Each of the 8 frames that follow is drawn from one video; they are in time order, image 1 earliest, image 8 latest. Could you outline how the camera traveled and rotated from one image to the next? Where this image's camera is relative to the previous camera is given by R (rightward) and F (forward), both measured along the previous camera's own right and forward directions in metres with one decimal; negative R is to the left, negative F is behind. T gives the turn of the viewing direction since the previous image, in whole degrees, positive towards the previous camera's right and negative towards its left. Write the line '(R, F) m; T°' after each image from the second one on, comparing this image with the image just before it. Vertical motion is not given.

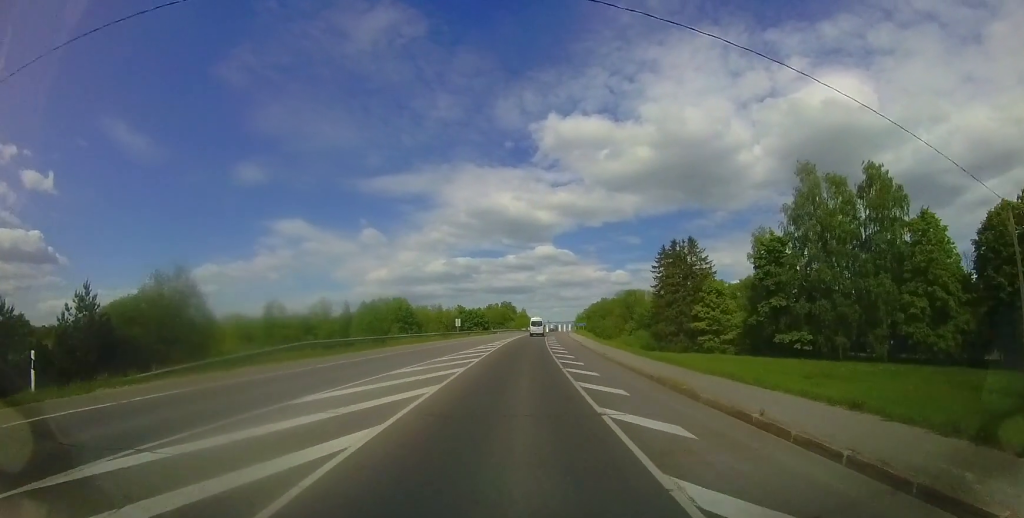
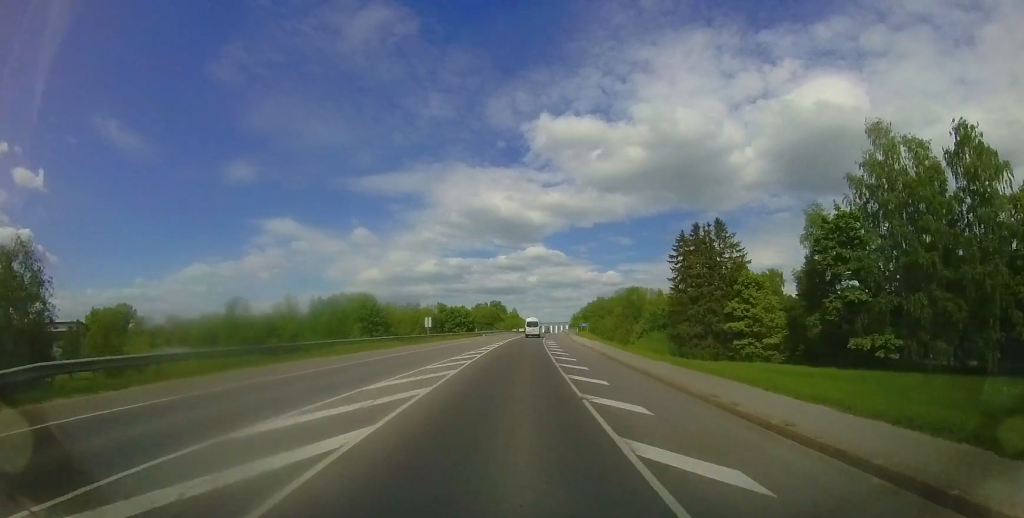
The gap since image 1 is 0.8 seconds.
(+0.4, +11.9) m; +2°
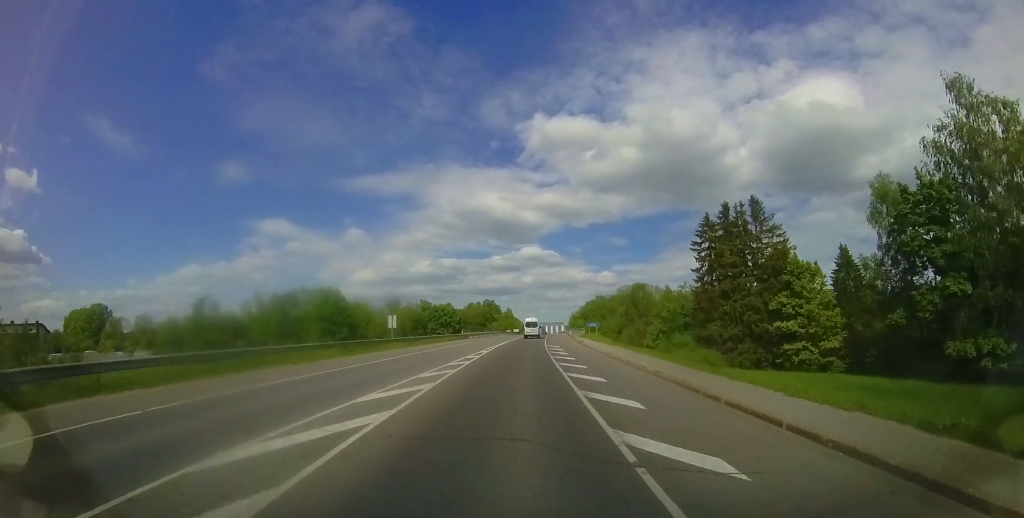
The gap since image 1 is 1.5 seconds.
(+0.1, +9.8) m; +1°
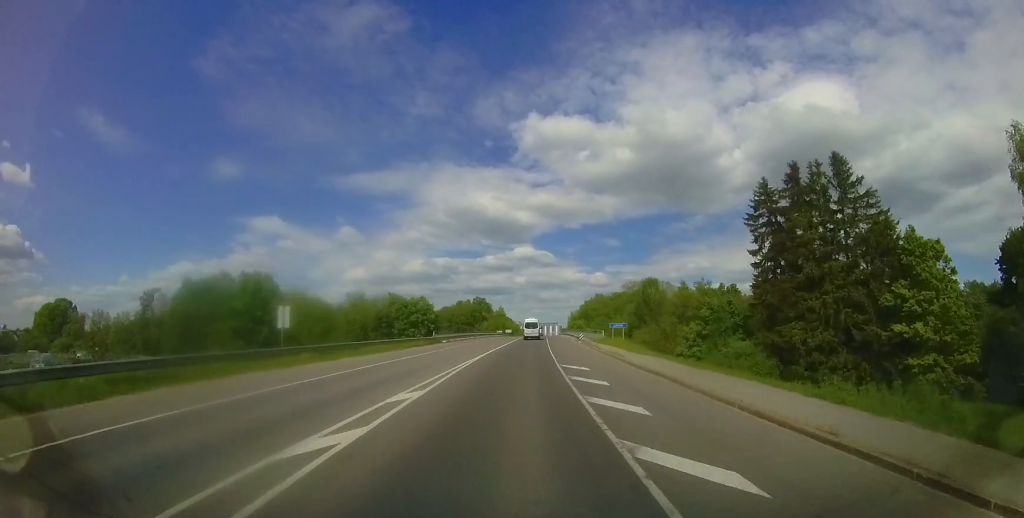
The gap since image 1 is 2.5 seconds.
(+0.2, +14.3) m; +2°
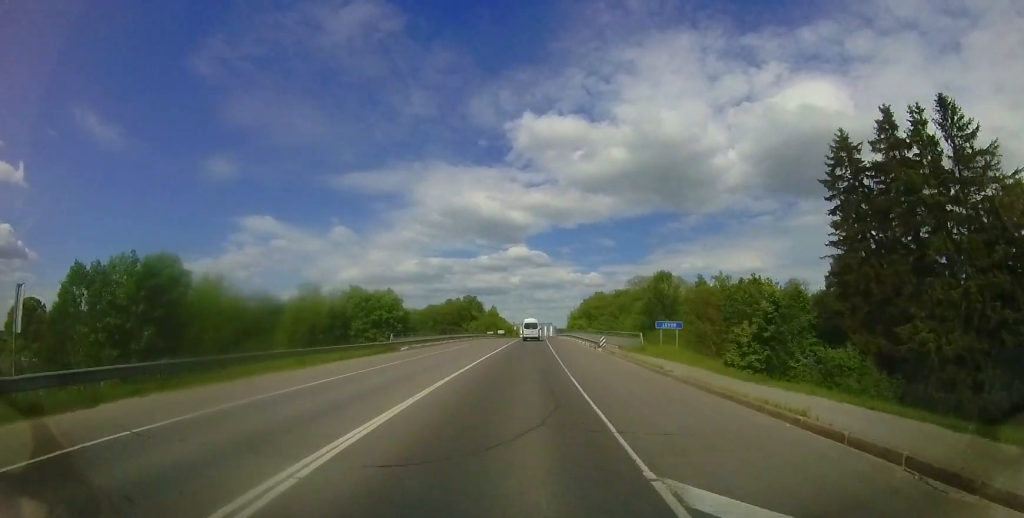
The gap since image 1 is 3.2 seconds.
(+0.2, +11.3) m; +2°
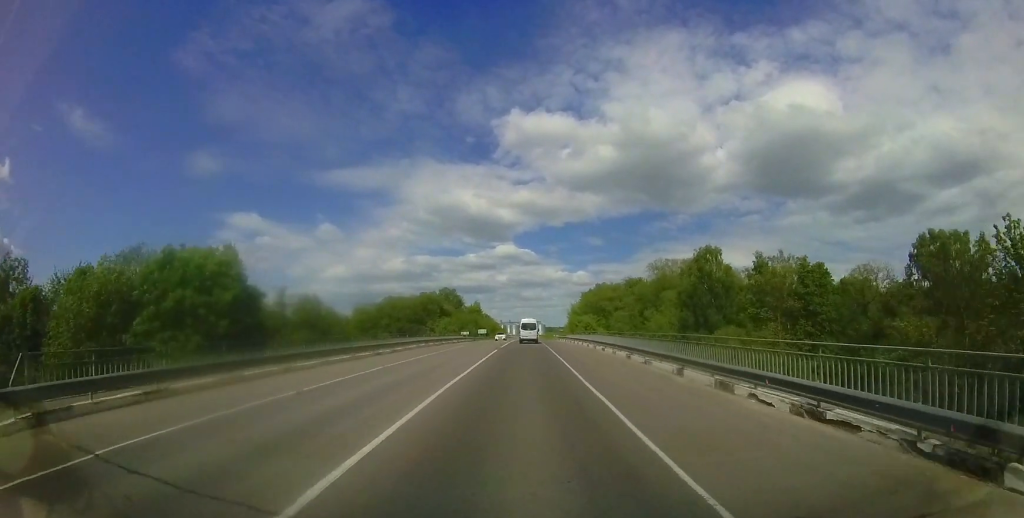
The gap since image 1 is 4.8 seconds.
(0.0, +24.2) m; 0°
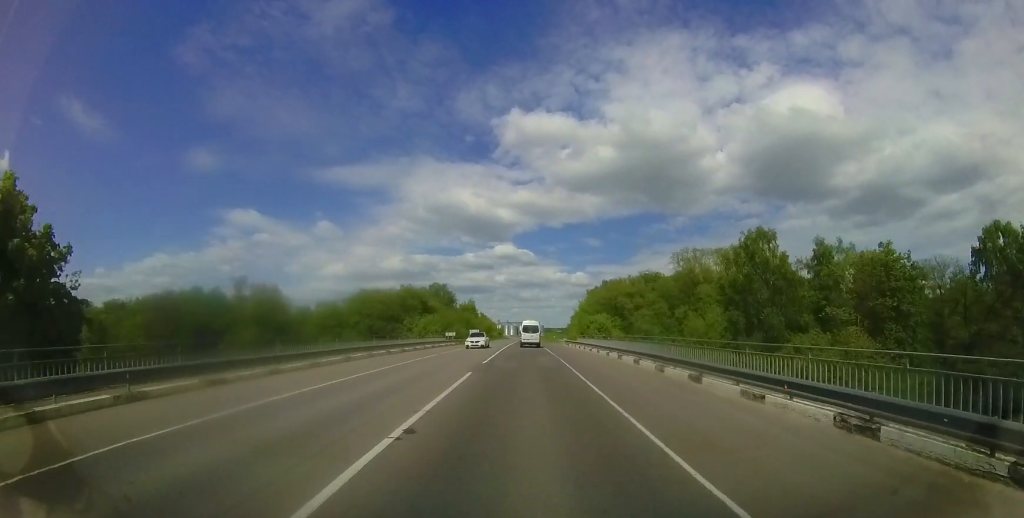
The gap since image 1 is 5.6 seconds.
(+0.1, +12.9) m; -1°
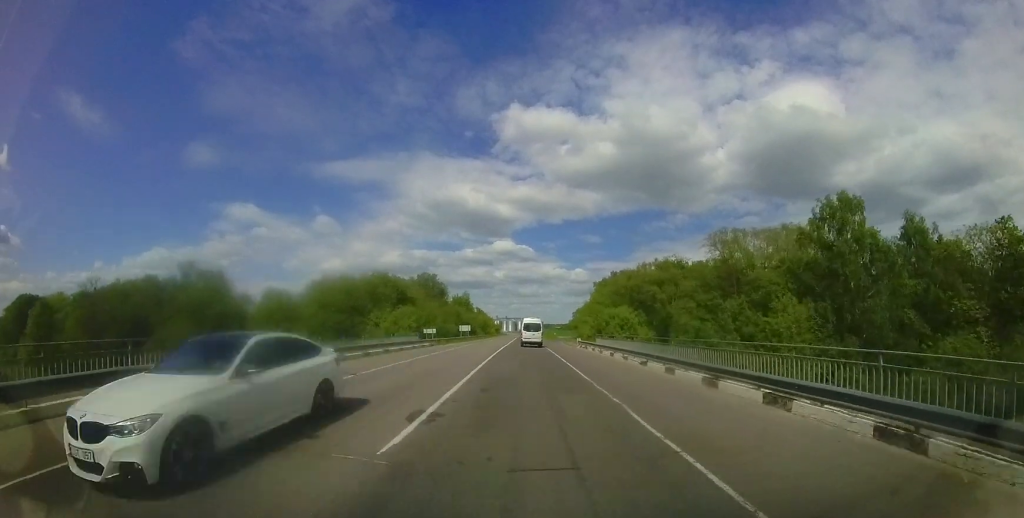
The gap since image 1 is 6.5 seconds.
(-0.2, +12.8) m; -1°
